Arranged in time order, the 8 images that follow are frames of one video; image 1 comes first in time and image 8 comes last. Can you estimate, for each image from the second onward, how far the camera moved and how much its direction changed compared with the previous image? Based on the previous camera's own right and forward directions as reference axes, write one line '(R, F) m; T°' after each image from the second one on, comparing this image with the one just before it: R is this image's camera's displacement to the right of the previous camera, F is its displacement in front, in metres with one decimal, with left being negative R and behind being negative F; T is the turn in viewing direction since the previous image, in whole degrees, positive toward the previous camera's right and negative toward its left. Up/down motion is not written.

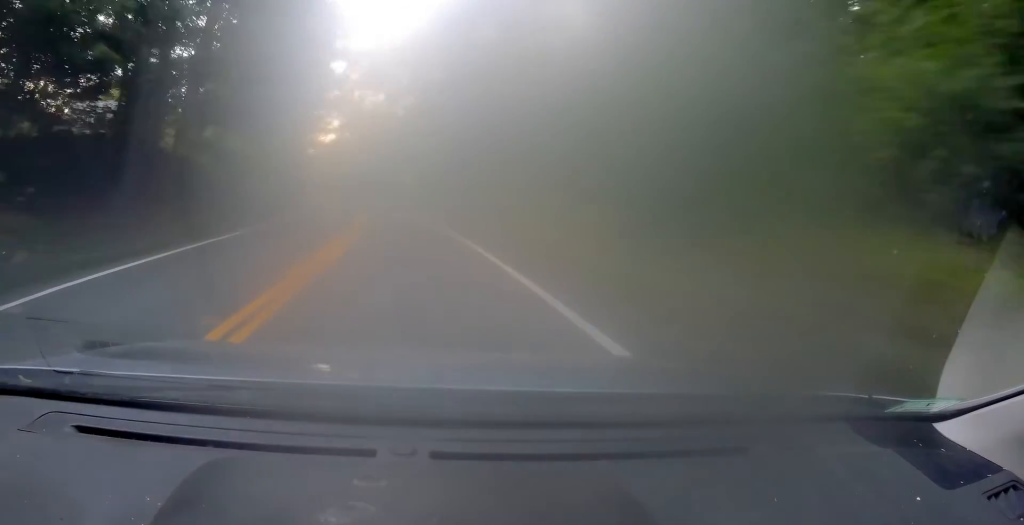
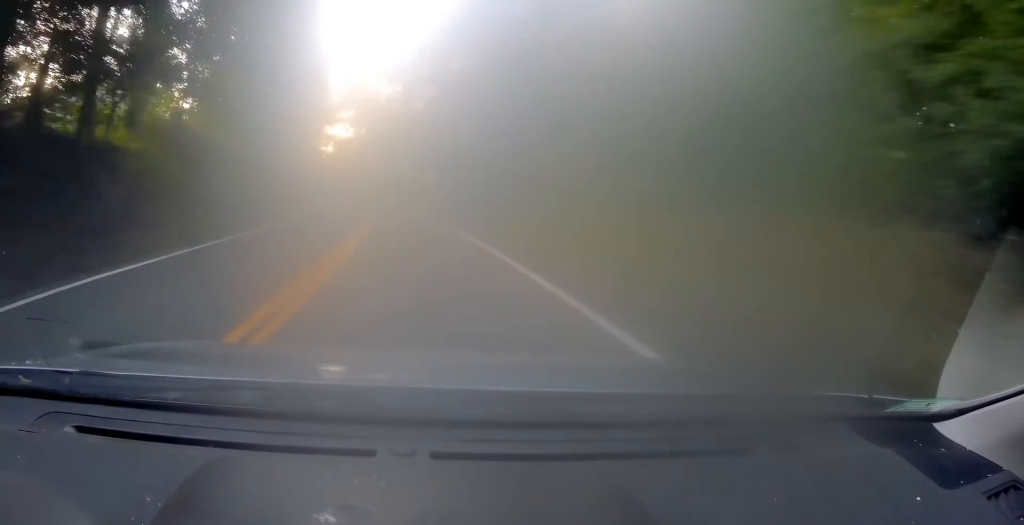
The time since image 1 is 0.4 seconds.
(+0.3, +9.5) m; -2°
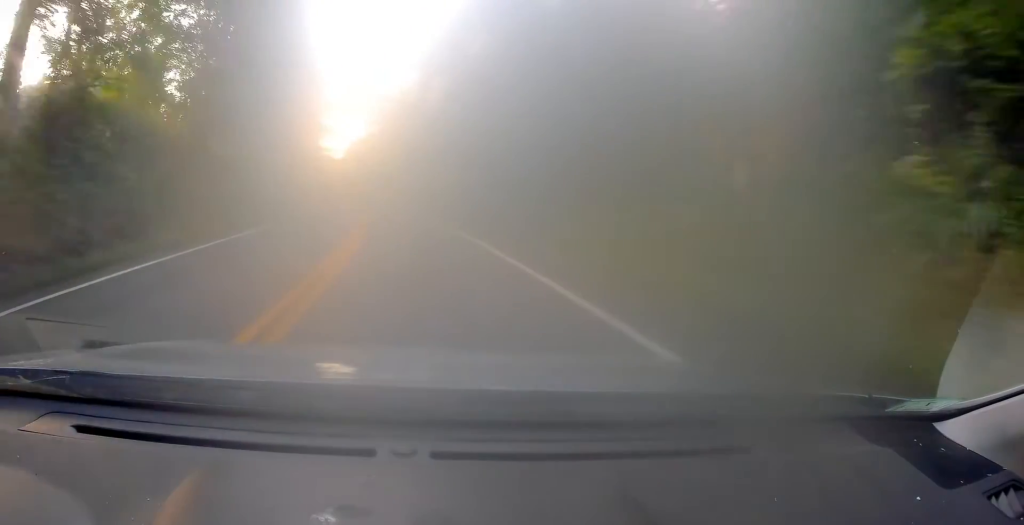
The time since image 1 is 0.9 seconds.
(-0.6, +10.7) m; -3°
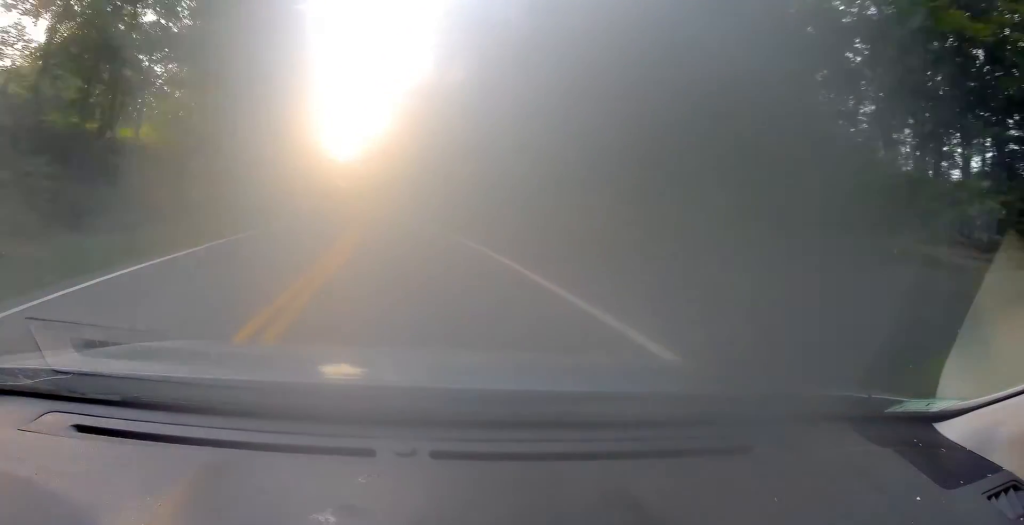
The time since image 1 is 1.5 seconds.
(-0.2, +12.1) m; -4°
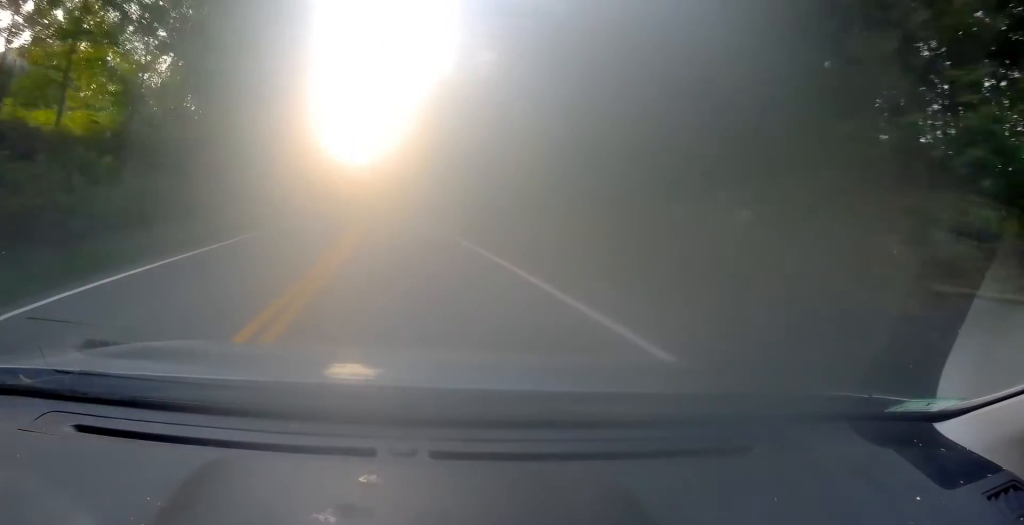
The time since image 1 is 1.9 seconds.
(-0.4, +8.4) m; -2°
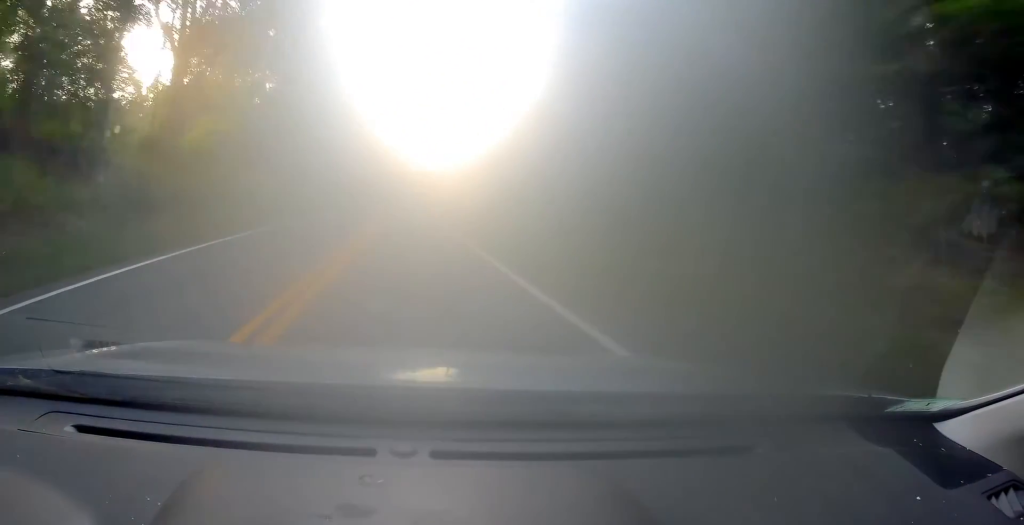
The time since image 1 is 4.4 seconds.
(-3.8, +52.9) m; -6°
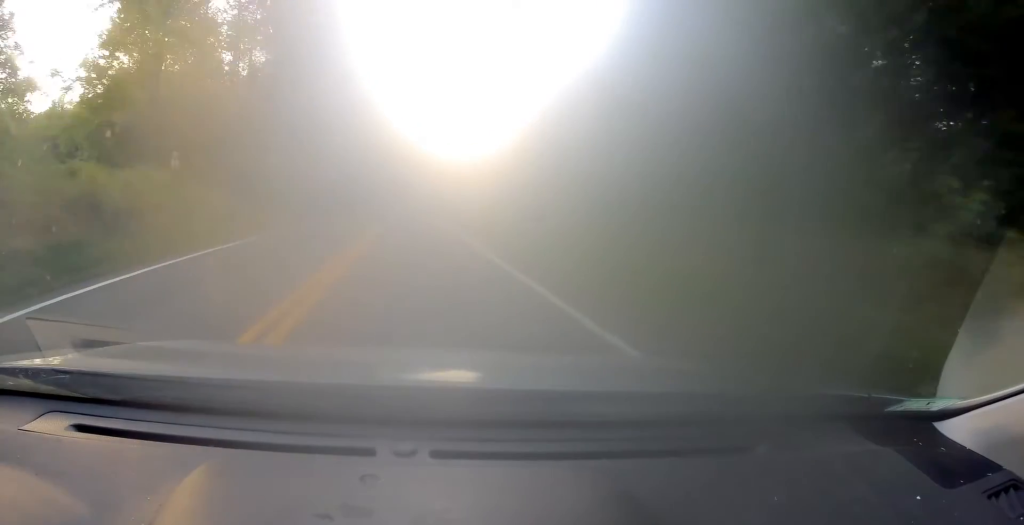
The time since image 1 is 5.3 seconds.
(0.0, +19.3) m; -2°
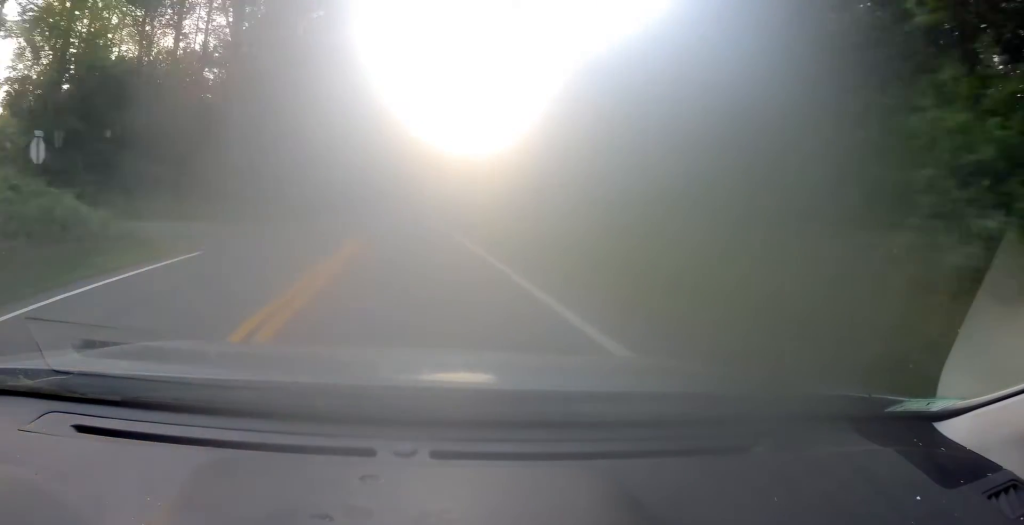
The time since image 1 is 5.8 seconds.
(-0.2, +11.5) m; -1°
